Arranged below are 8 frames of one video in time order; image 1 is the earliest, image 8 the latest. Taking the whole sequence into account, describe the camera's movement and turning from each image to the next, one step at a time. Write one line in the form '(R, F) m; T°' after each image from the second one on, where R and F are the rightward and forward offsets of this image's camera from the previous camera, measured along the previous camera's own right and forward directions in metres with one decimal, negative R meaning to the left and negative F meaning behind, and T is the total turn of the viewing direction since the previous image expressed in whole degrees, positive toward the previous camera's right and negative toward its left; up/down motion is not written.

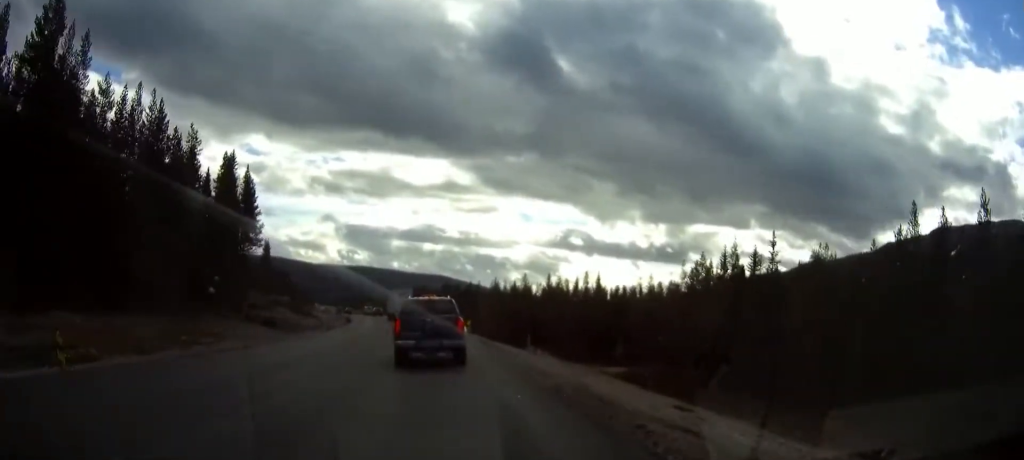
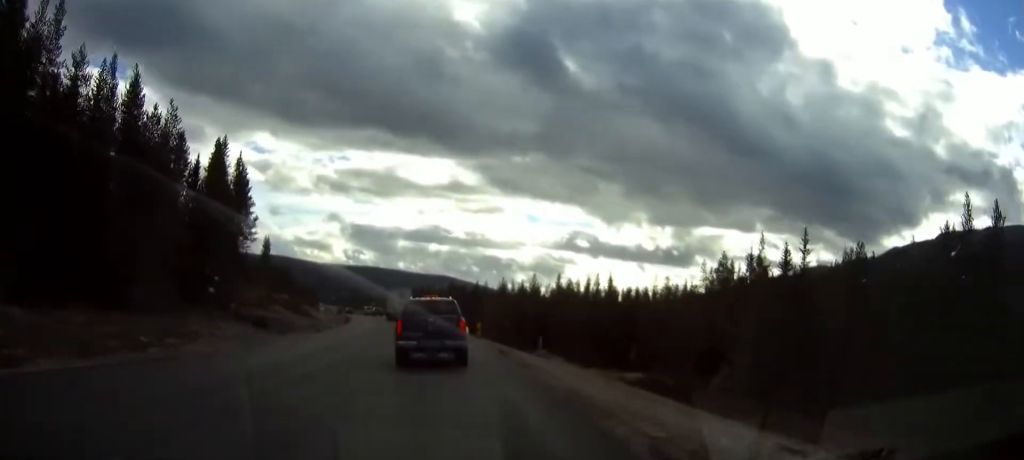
(0.0, +6.0) m; 0°
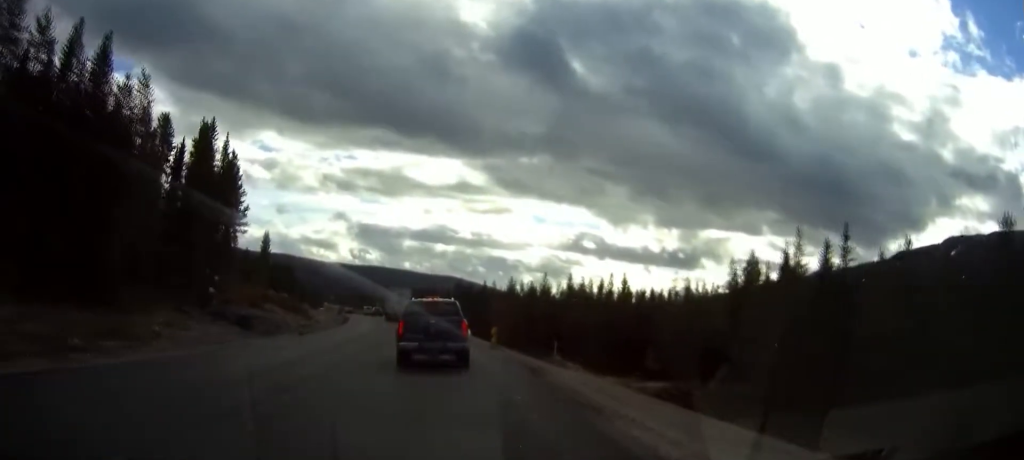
(0.0, +7.0) m; -1°
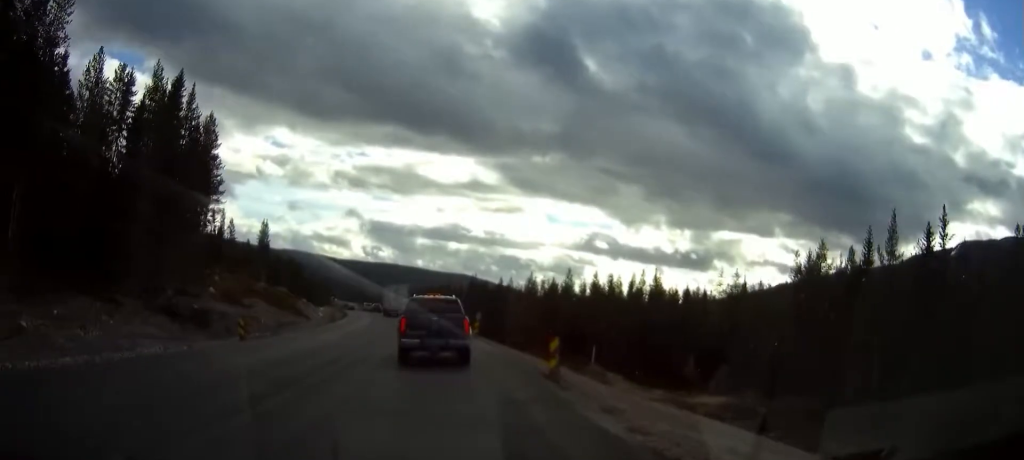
(-0.2, +14.1) m; -1°
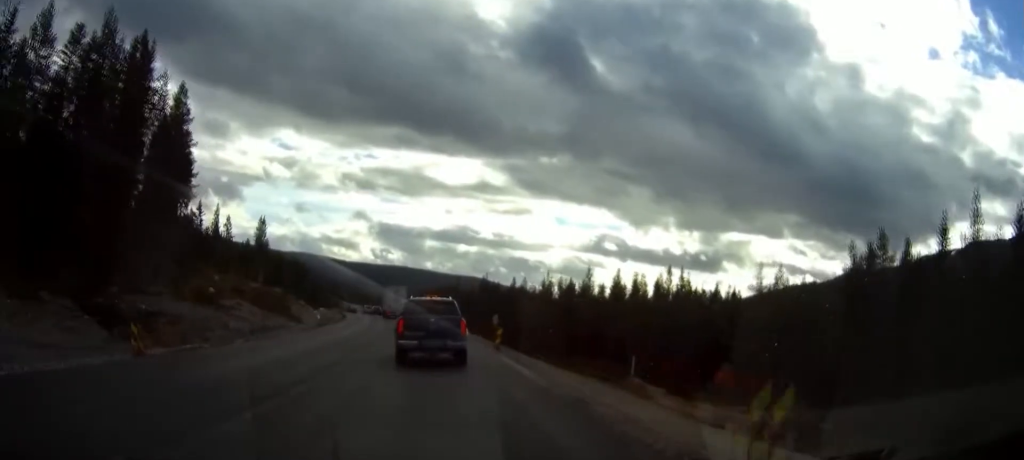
(0.0, +10.3) m; -1°
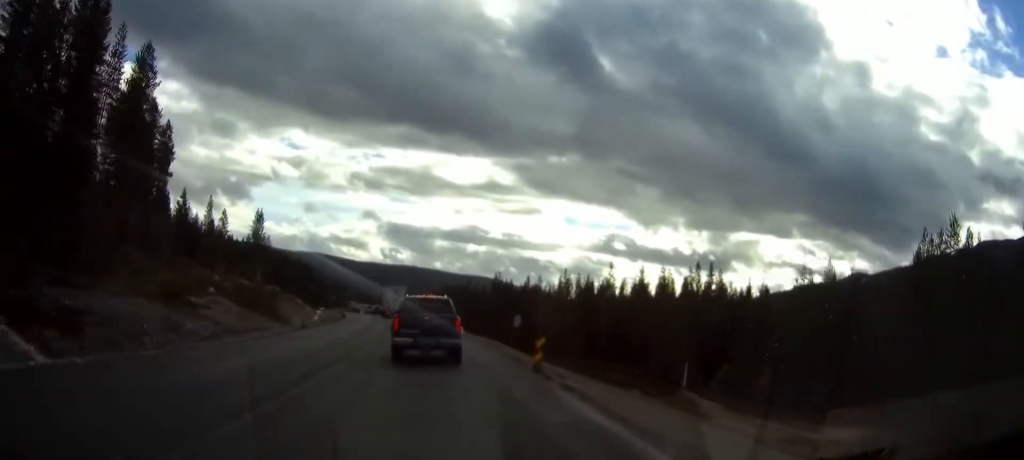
(-0.1, +9.8) m; -1°
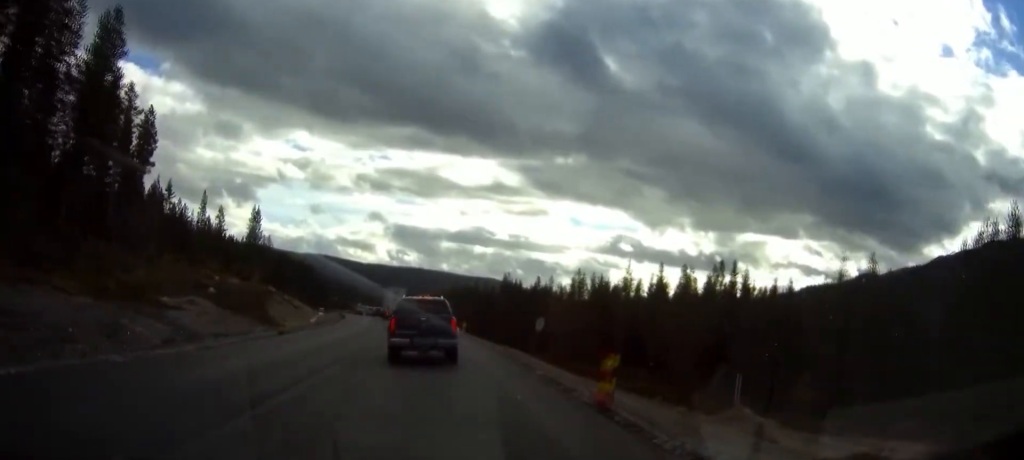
(-0.1, +7.1) m; 0°
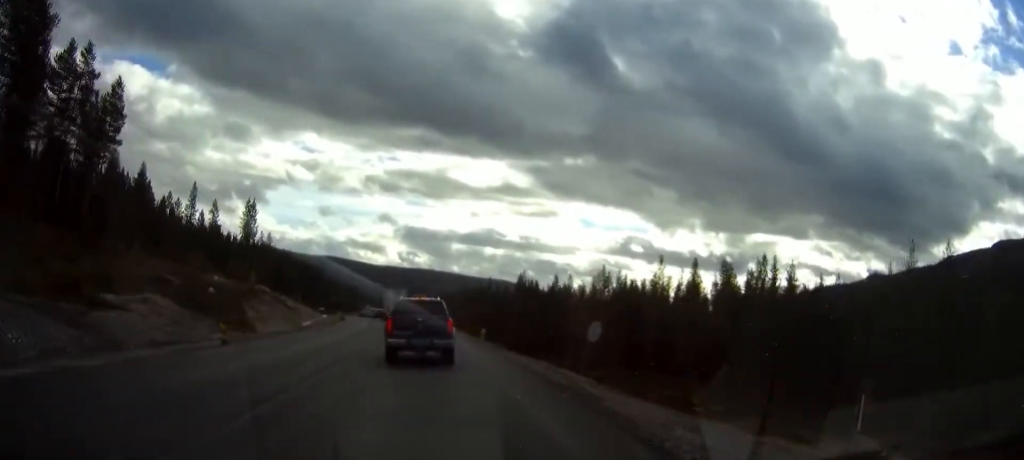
(-0.1, +11.0) m; -1°
